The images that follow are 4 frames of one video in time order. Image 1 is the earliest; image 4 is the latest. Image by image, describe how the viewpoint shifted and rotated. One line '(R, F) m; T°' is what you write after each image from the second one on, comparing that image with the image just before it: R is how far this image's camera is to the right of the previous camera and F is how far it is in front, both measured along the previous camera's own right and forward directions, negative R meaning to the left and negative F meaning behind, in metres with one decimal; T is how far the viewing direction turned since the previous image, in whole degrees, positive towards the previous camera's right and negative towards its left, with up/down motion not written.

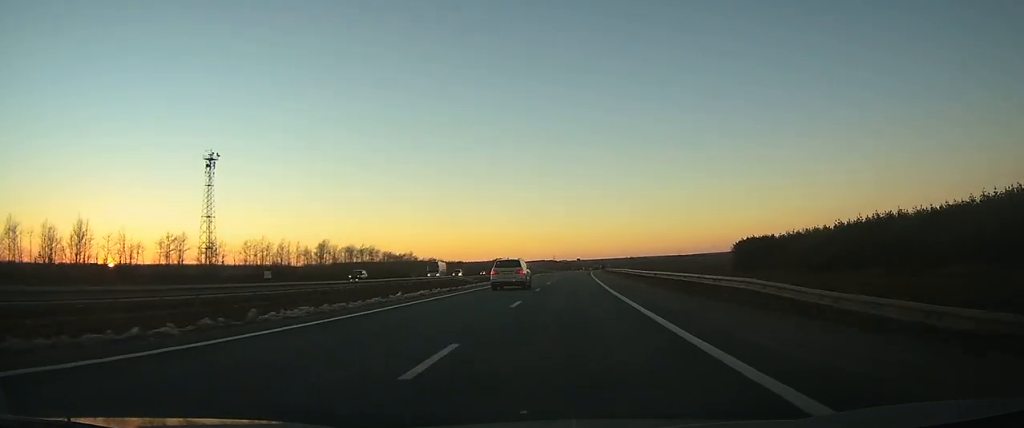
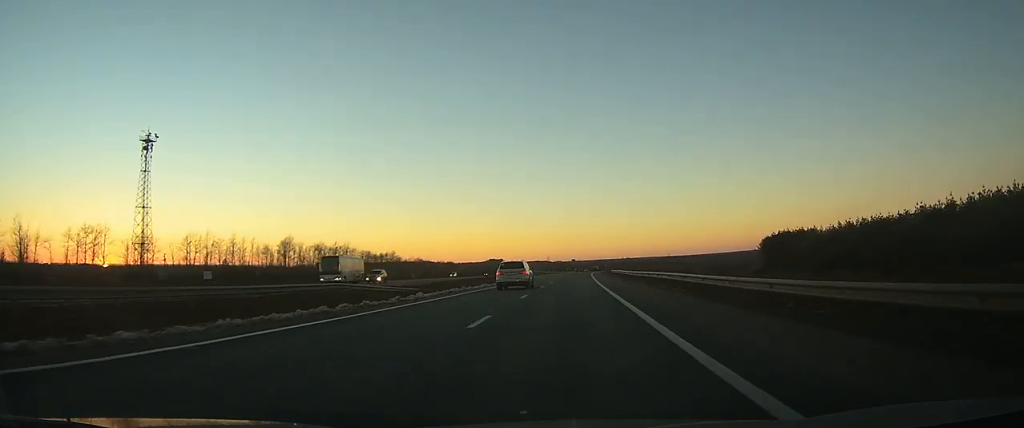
(+0.1, +31.5) m; +1°
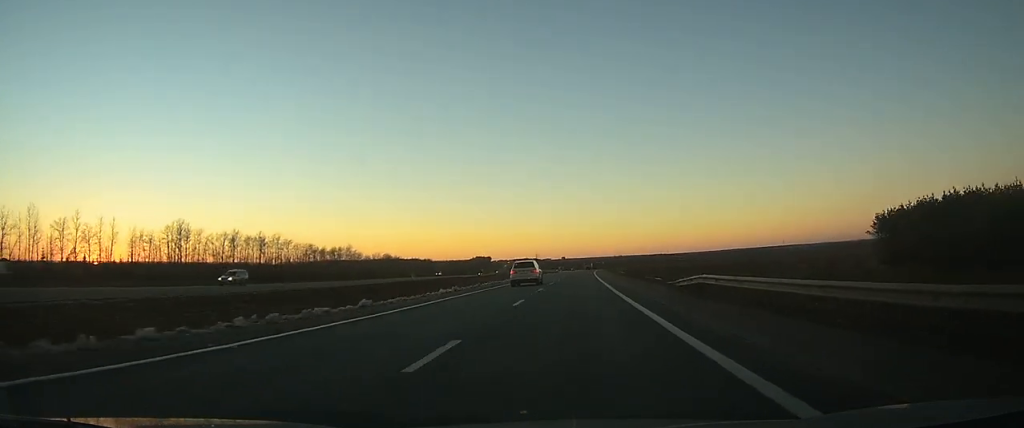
(+0.7, +64.3) m; +1°
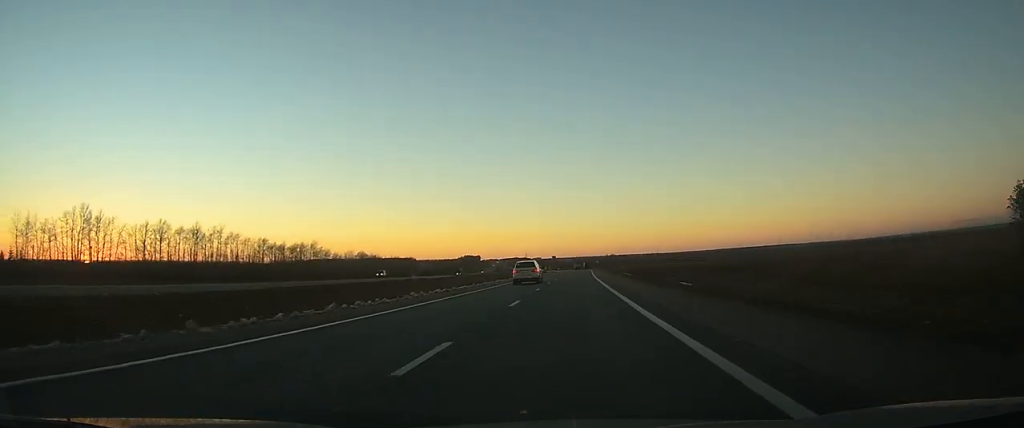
(+0.1, +34.7) m; +1°
